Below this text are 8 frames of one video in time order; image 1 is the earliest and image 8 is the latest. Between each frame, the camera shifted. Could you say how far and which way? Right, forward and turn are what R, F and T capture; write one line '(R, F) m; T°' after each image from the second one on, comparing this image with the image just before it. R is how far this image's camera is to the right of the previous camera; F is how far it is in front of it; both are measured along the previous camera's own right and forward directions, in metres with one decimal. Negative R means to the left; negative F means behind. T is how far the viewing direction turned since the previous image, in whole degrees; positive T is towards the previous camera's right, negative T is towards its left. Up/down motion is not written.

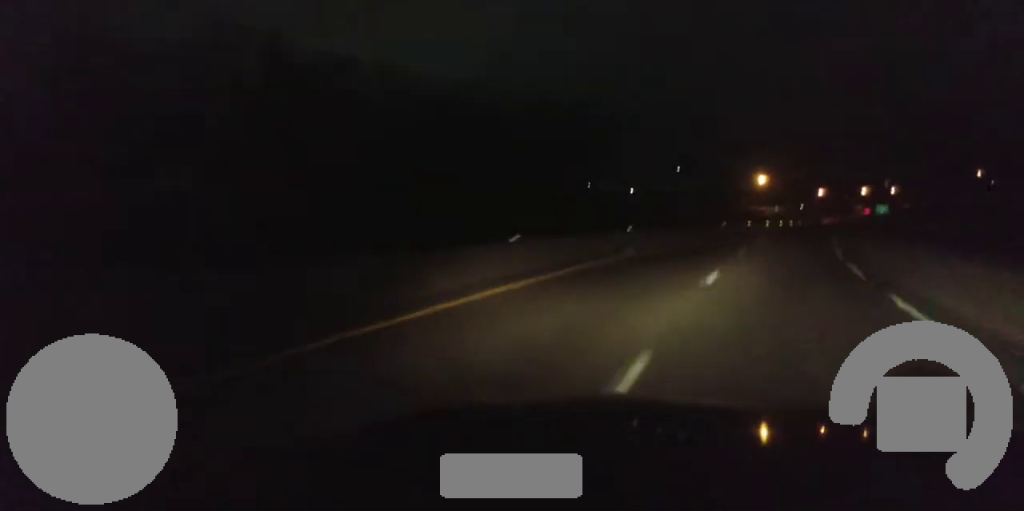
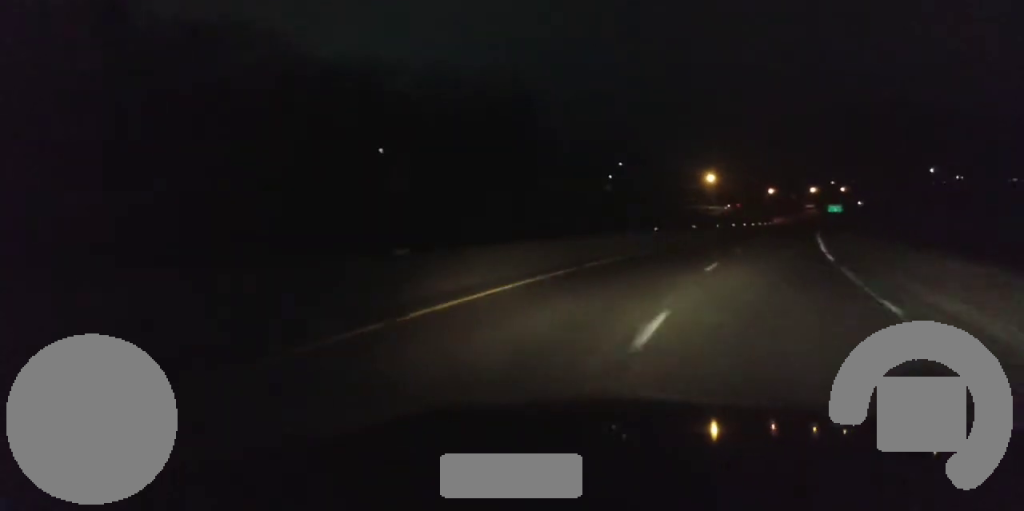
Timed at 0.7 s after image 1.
(+0.6, +21.3) m; +2°
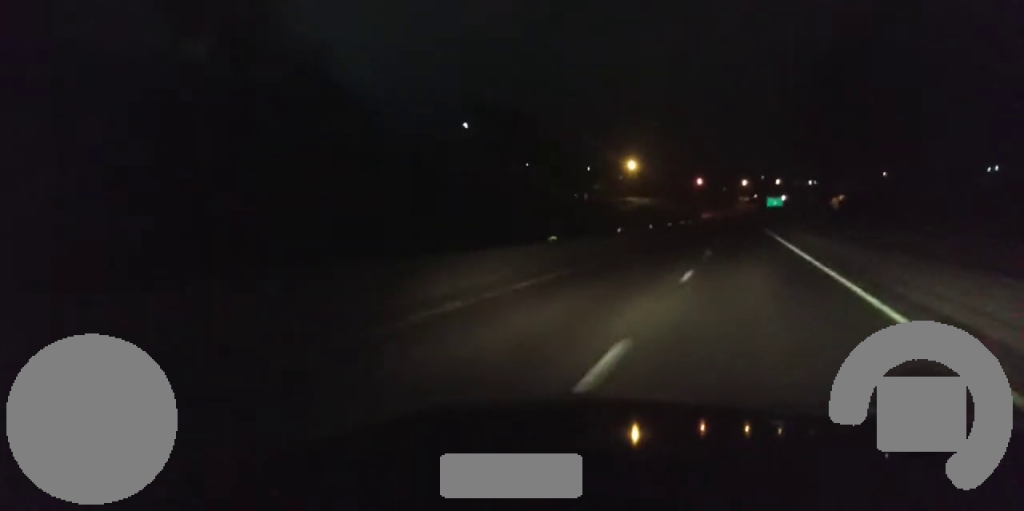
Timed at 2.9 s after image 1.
(+3.1, +64.0) m; +5°
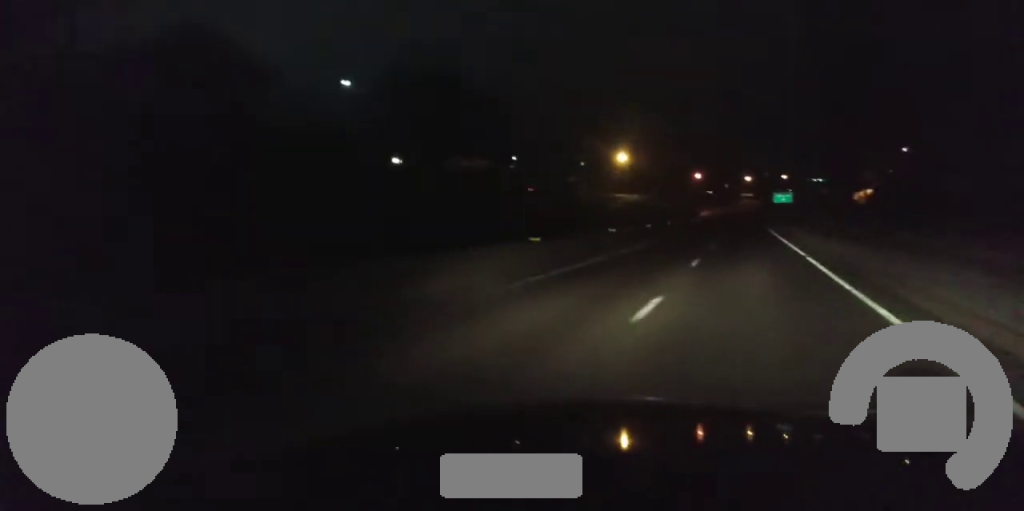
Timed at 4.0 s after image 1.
(+0.4, +32.1) m; 0°
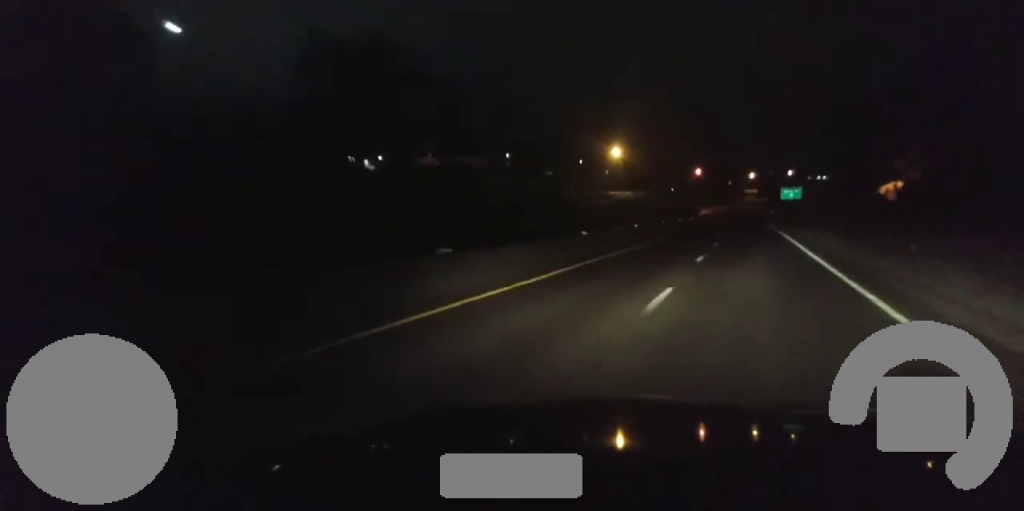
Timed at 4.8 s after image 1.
(-0.3, +23.3) m; -1°
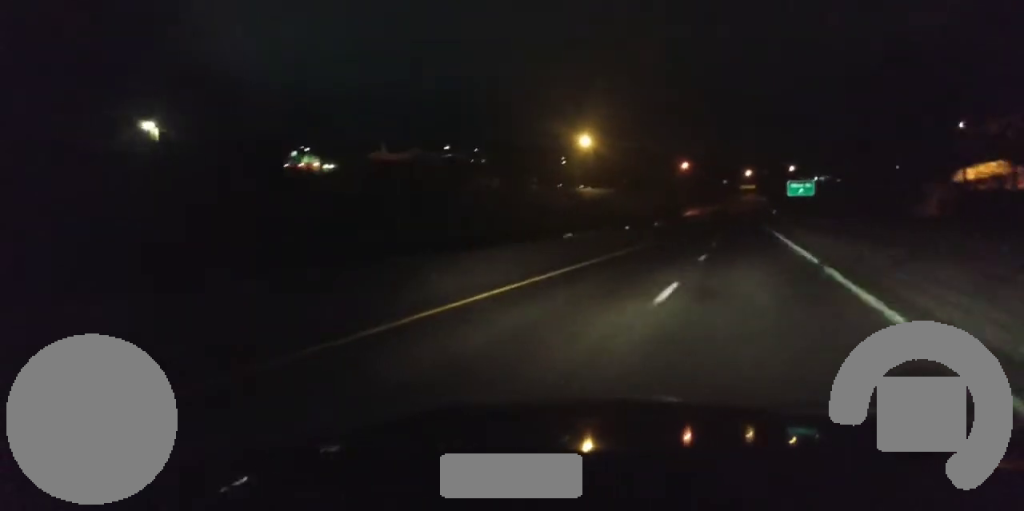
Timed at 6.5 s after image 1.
(+0.1, +47.5) m; +1°
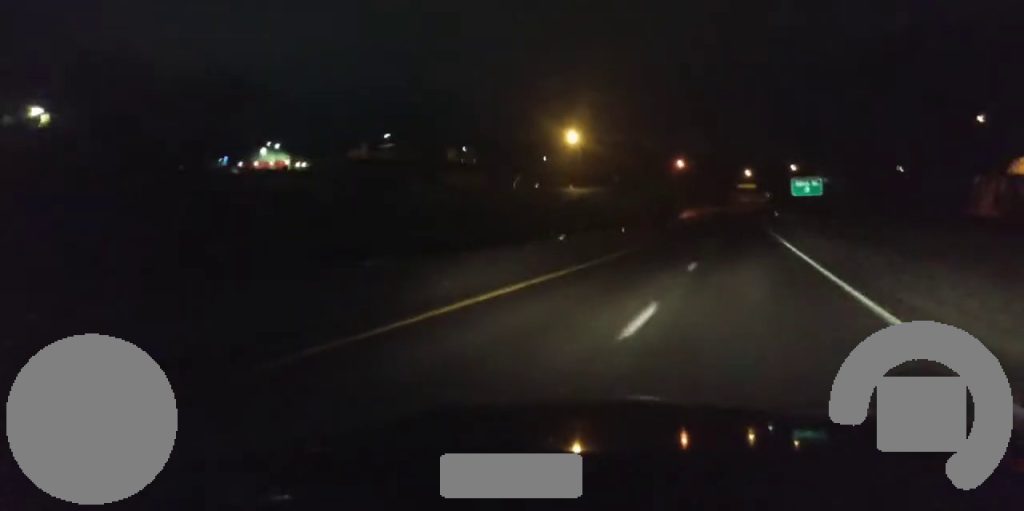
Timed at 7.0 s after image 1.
(+0.1, +15.7) m; +1°
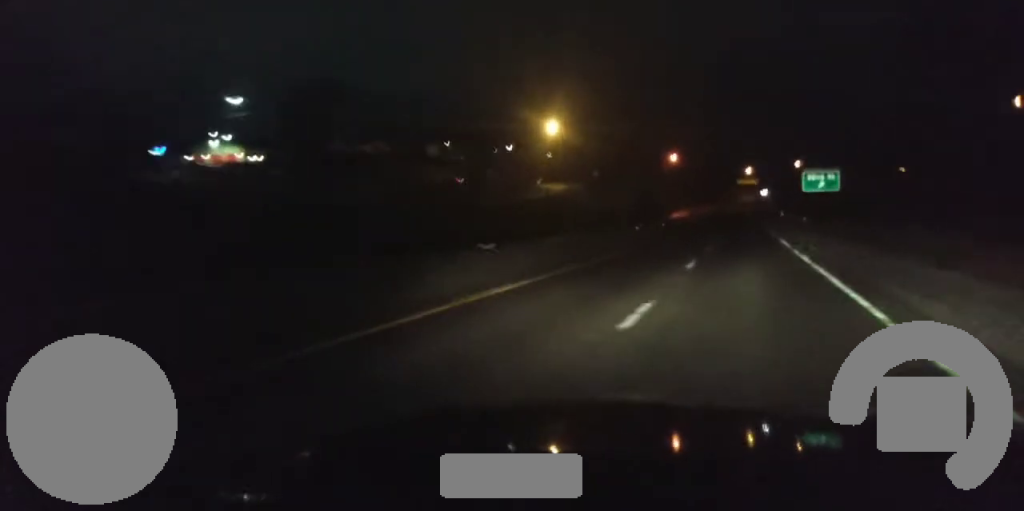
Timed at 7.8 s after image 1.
(+0.2, +23.7) m; 0°
